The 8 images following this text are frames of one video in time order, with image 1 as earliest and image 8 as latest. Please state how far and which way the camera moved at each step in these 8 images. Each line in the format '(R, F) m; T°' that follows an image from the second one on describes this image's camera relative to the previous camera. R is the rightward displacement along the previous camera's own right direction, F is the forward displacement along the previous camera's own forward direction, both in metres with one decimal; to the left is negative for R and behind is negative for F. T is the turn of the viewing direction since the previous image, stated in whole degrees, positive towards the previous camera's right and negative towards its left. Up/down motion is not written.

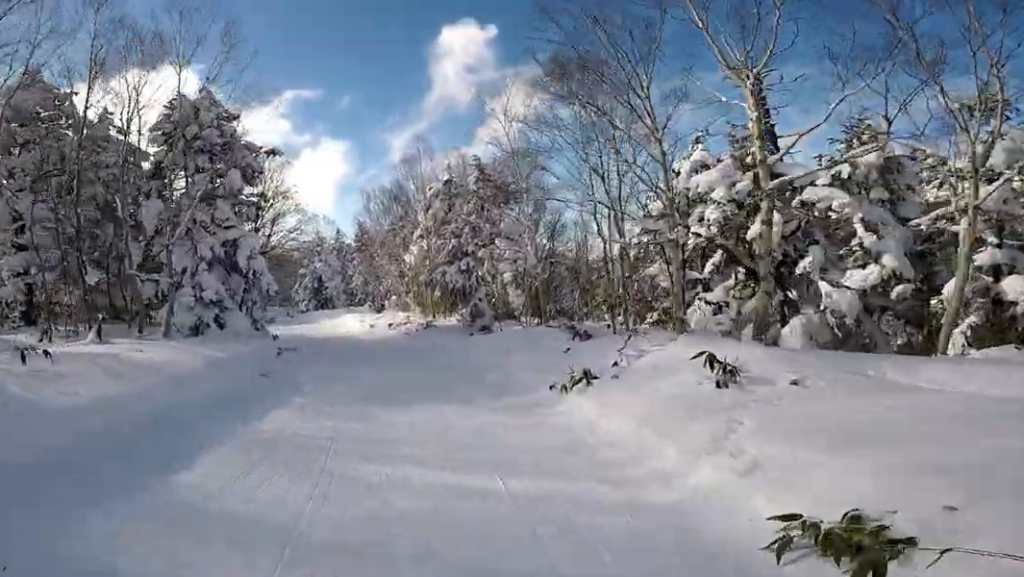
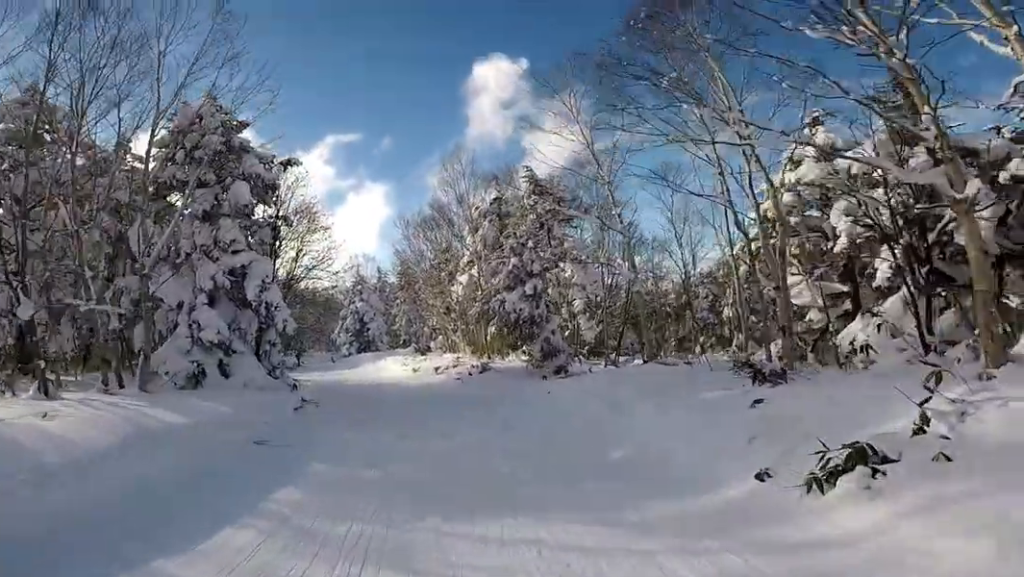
(0.0, +3.9) m; -11°
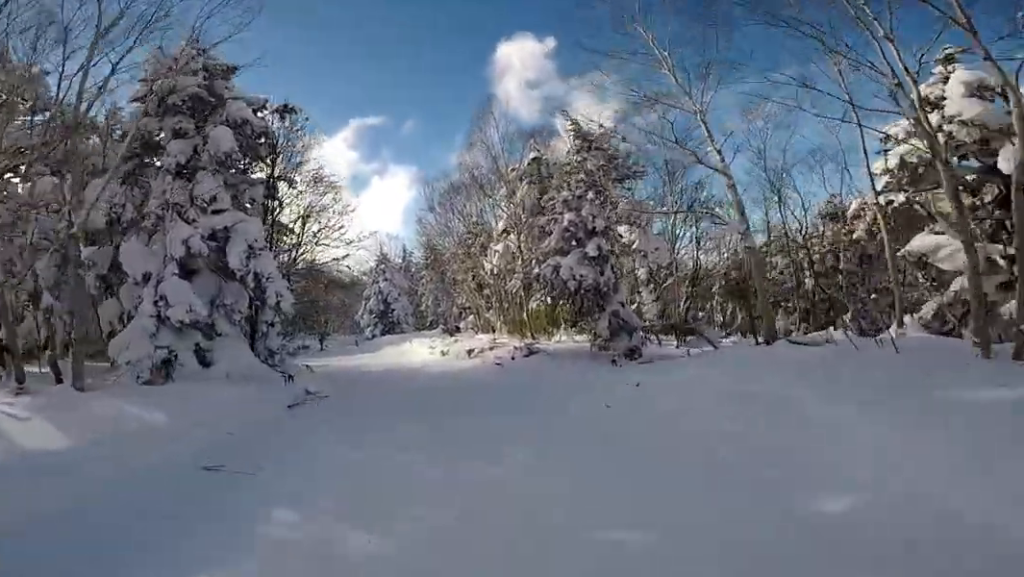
(-0.3, +2.9) m; -4°
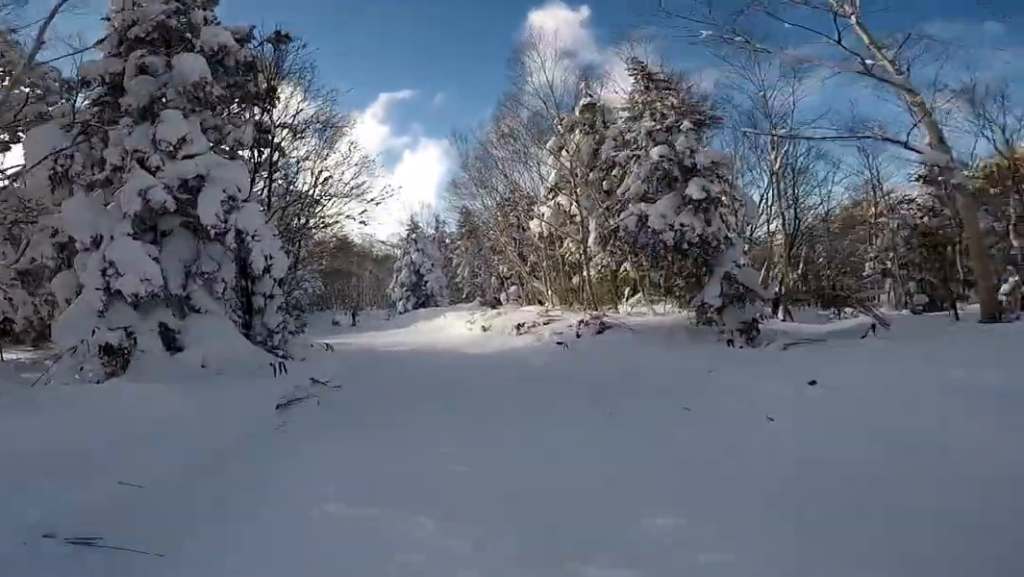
(-0.7, +2.7) m; 0°
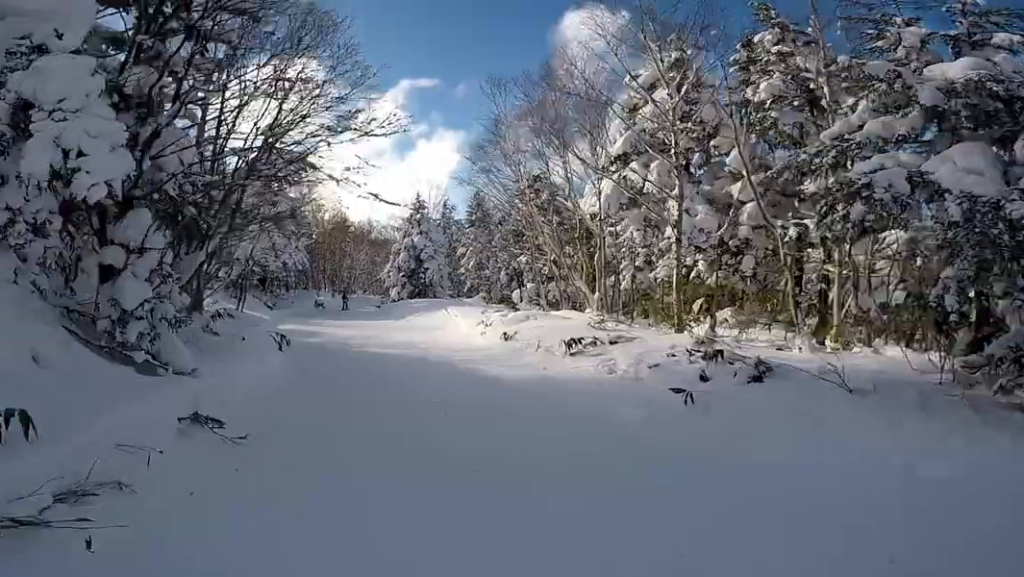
(+0.6, +4.8) m; +3°
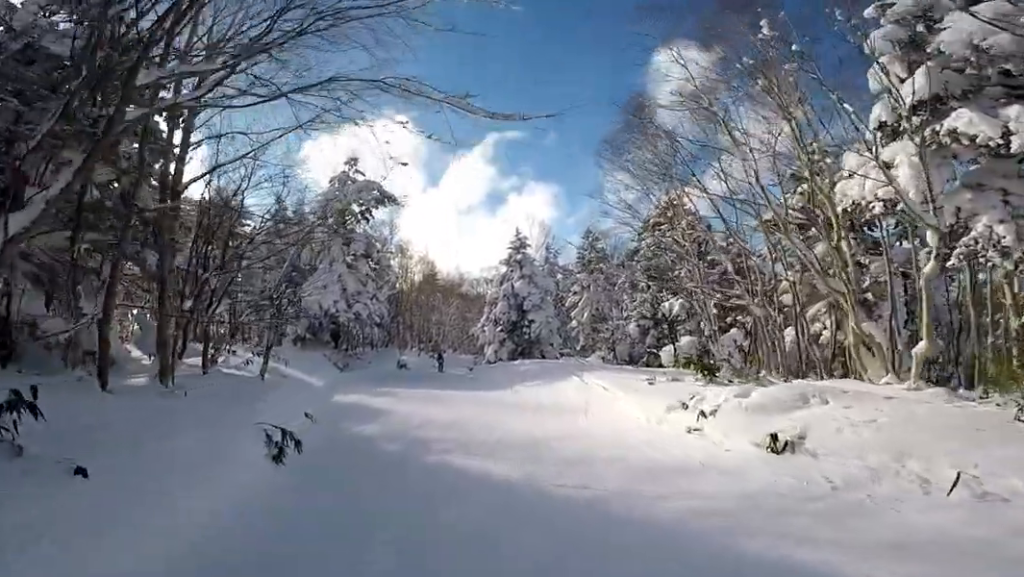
(-0.3, +6.4) m; +1°
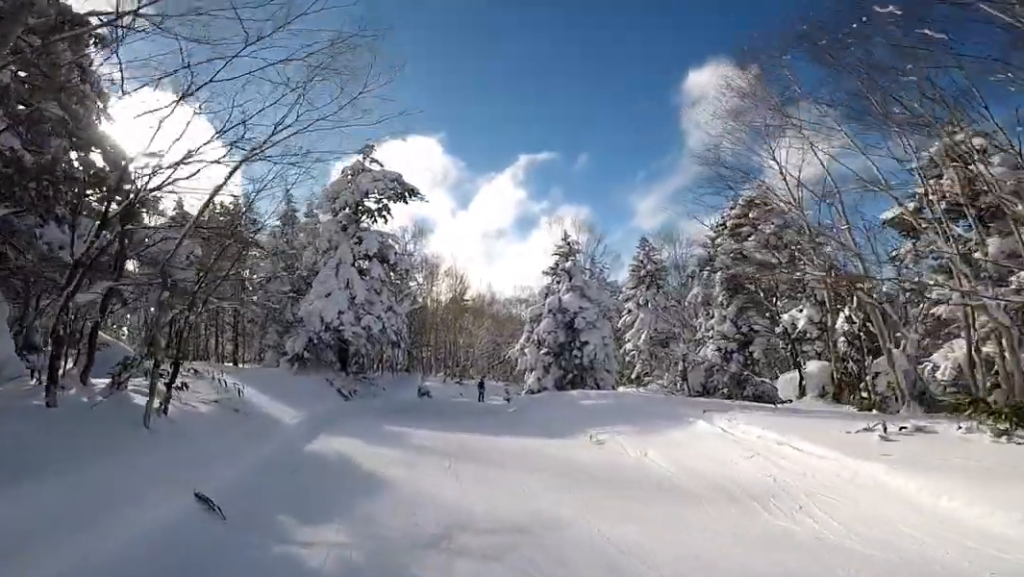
(+0.4, +4.9) m; -6°
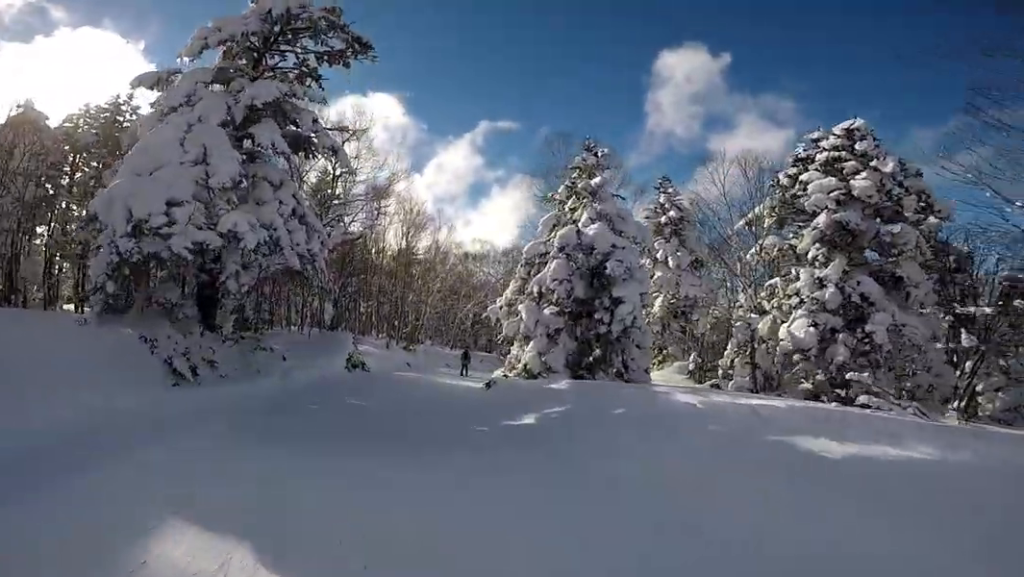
(-0.4, +8.6) m; +1°
